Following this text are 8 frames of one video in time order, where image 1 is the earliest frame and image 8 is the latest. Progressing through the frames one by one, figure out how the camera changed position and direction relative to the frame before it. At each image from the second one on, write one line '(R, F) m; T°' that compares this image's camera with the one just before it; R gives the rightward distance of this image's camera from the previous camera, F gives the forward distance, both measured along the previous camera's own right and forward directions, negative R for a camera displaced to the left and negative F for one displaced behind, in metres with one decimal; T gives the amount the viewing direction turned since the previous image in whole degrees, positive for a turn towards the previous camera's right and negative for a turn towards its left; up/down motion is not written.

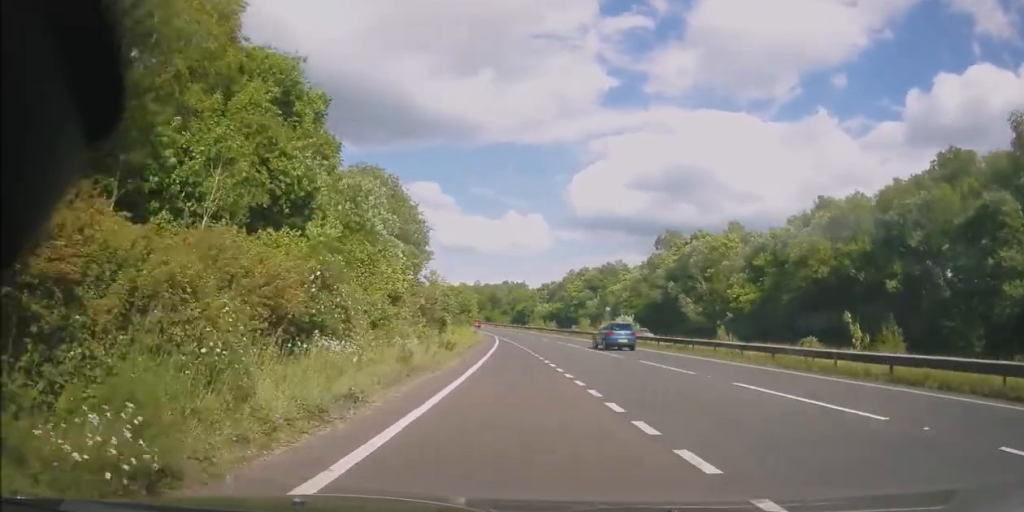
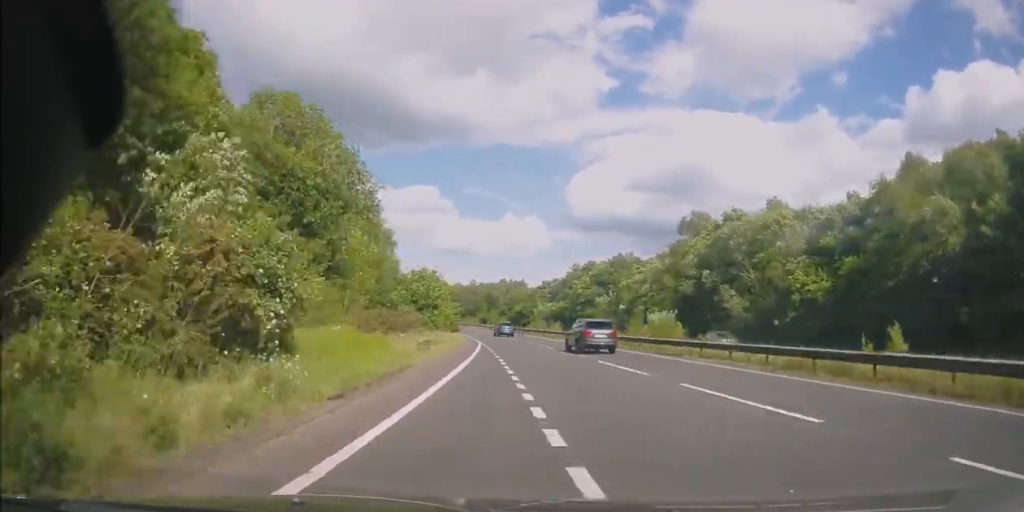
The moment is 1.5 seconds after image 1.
(-0.5, +20.0) m; -2°
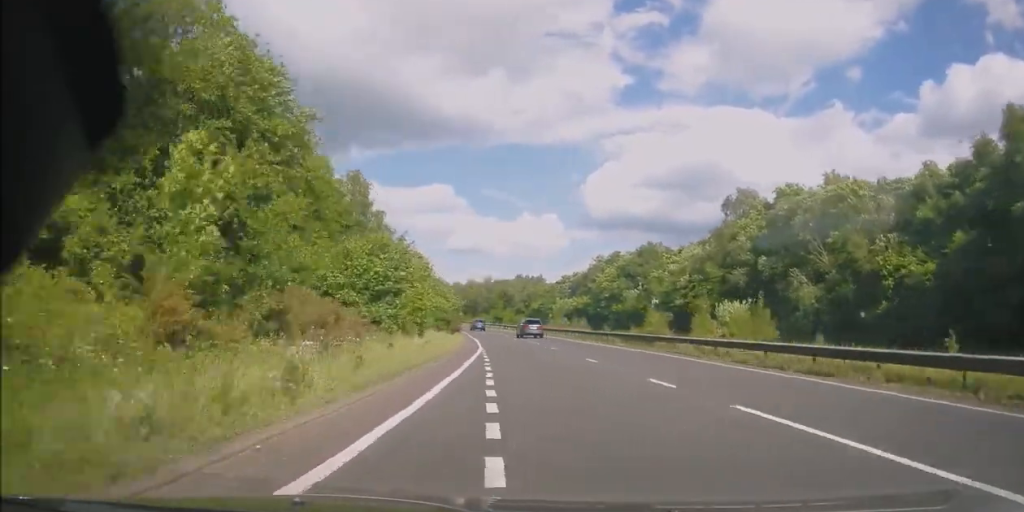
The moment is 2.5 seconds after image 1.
(0.0, +13.2) m; -2°
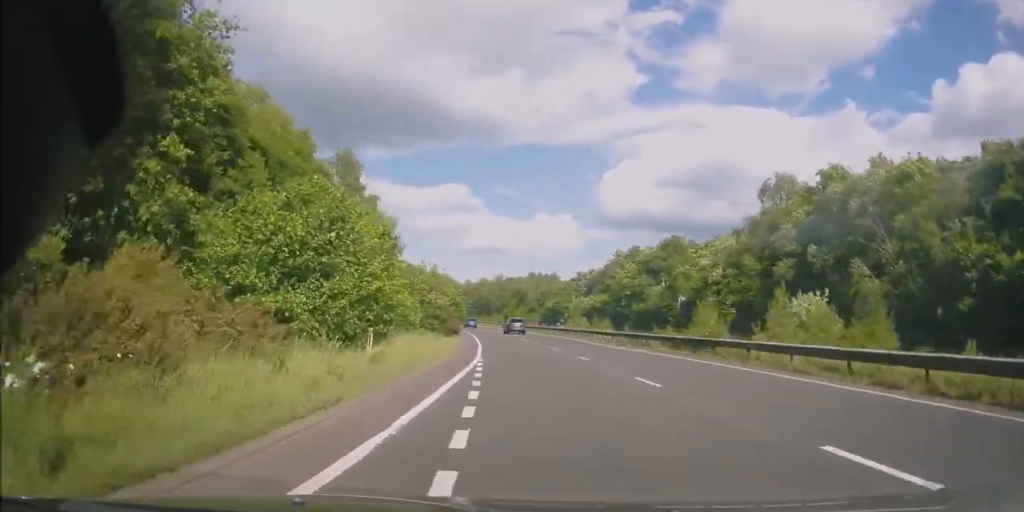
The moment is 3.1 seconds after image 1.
(-0.4, +10.0) m; -1°
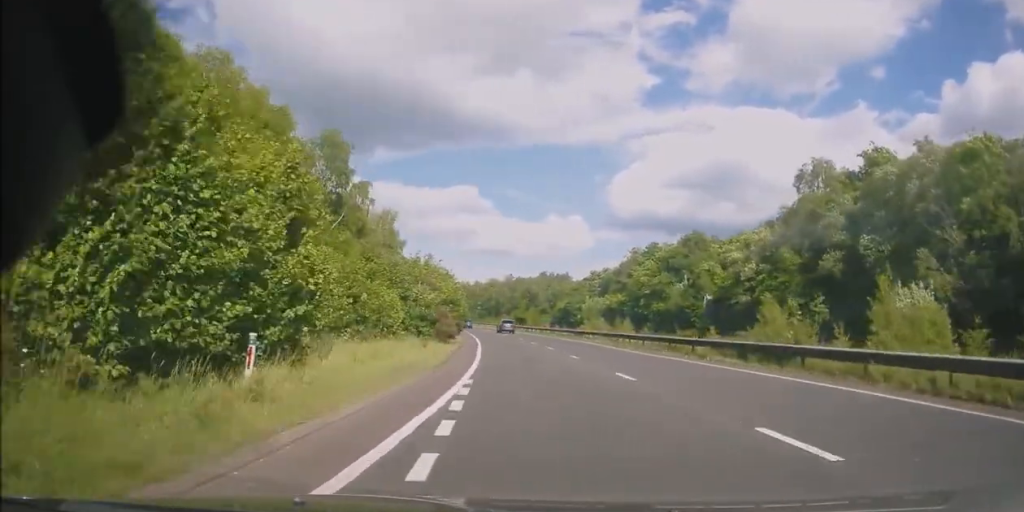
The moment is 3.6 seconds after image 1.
(-0.1, +7.6) m; -1°
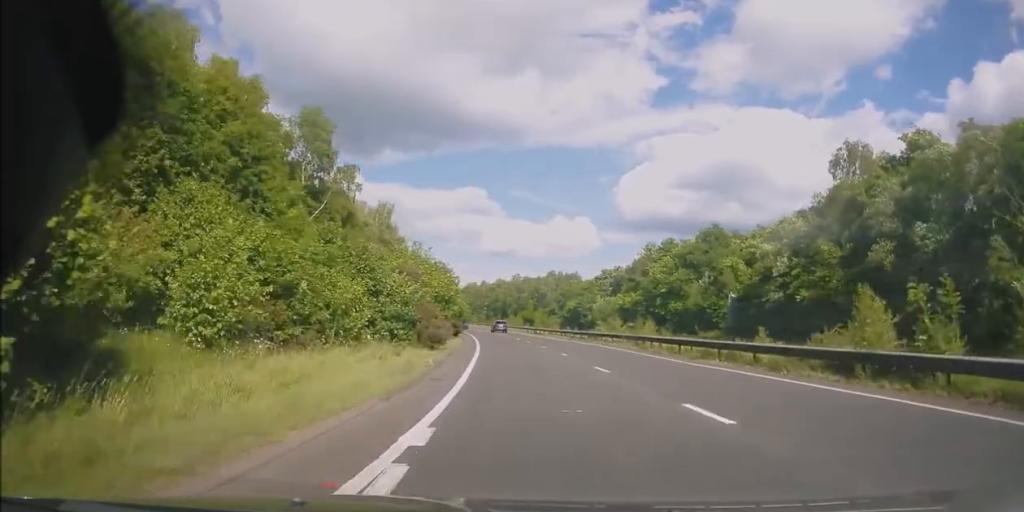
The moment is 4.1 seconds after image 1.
(0.0, +6.8) m; 0°
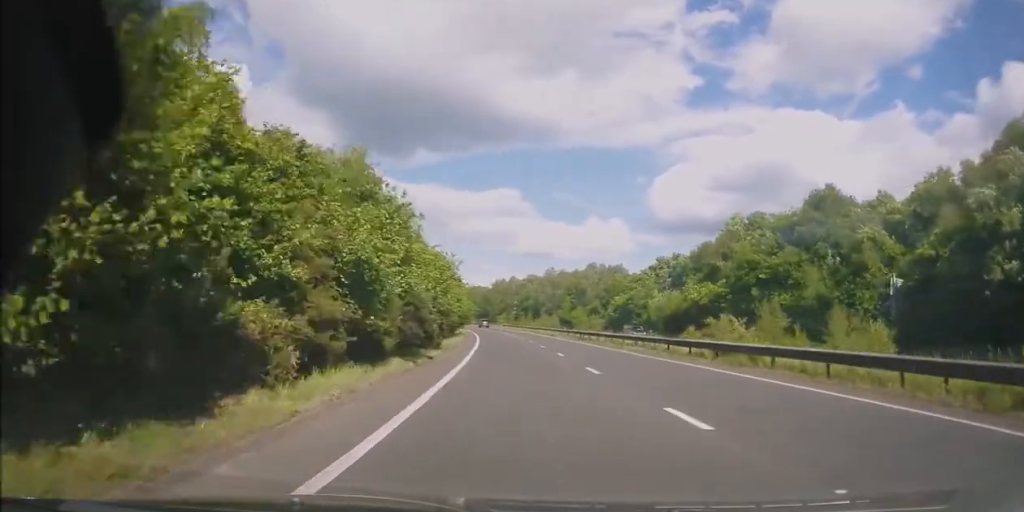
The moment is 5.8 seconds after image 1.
(-0.4, +28.1) m; -3°
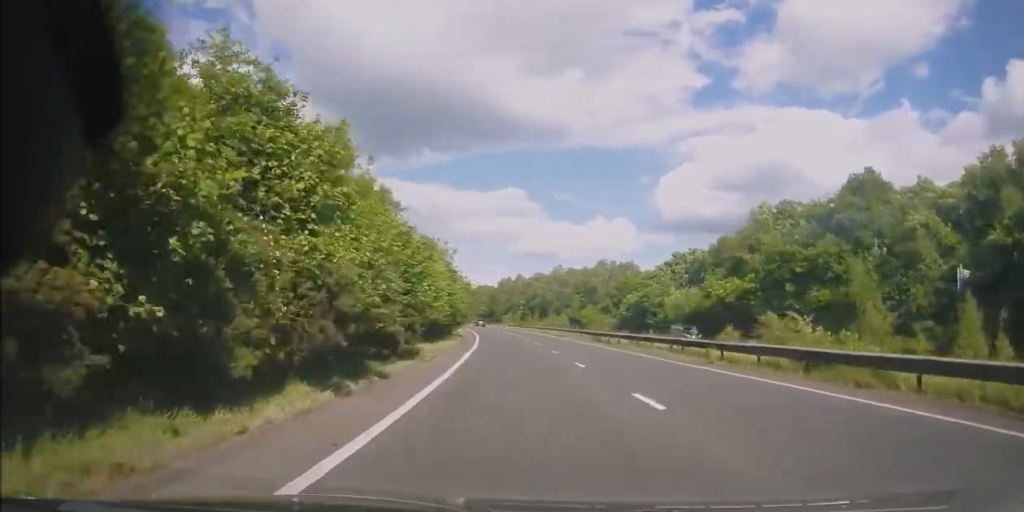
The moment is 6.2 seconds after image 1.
(-0.2, +7.4) m; -1°
